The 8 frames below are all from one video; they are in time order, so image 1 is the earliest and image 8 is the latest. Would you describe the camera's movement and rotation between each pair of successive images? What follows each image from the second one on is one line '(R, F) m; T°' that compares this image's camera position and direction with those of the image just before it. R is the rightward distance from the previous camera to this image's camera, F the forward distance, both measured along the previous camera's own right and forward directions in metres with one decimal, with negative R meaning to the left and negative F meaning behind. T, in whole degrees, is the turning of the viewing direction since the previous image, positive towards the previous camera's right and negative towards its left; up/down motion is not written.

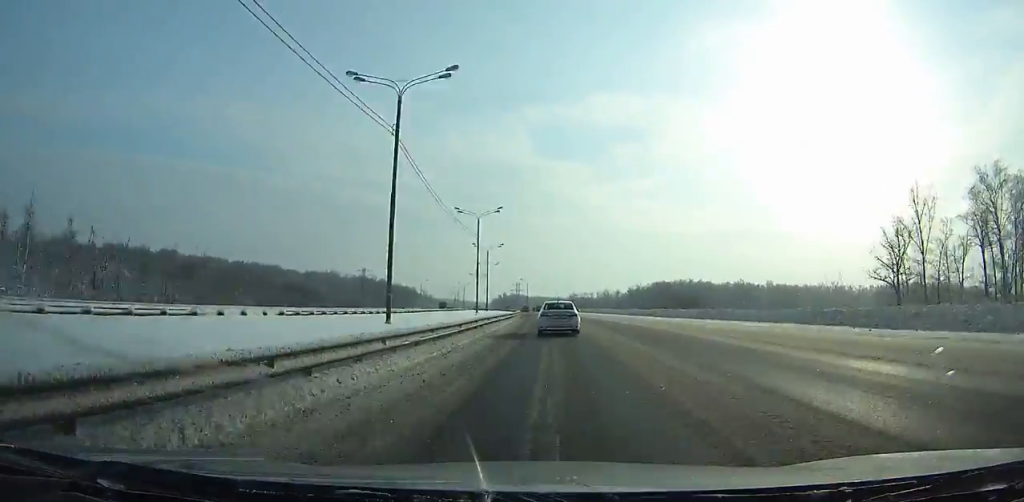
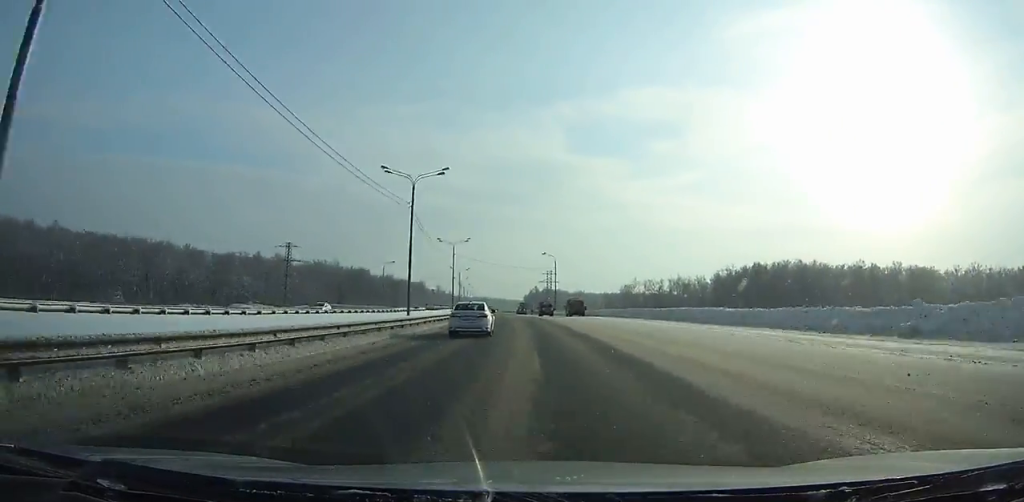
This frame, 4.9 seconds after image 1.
(-4.1, +111.4) m; -5°
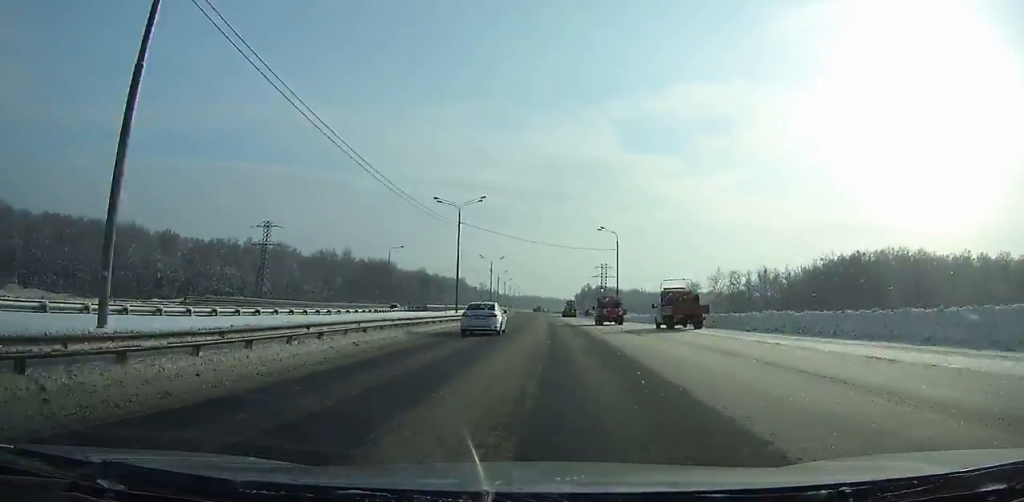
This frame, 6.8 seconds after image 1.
(-1.3, +42.2) m; -2°
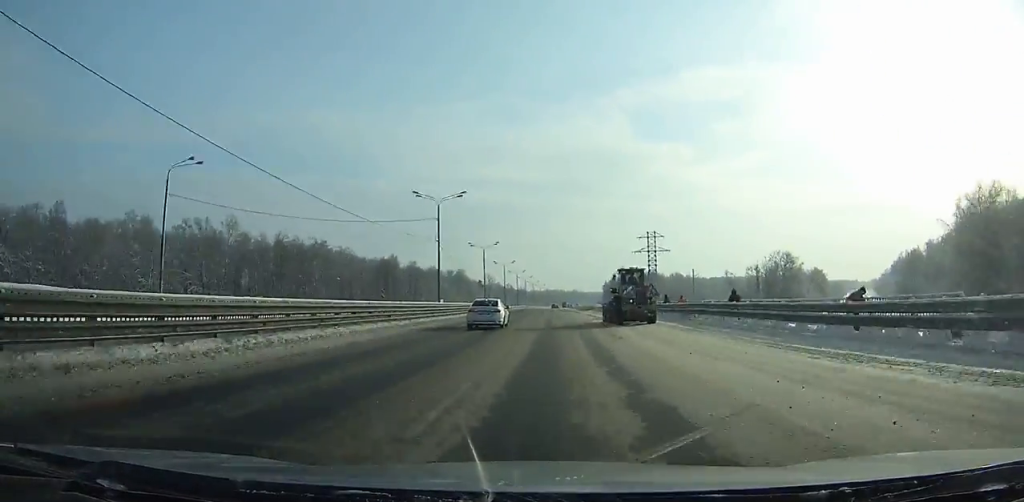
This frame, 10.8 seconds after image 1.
(-2.9, +87.2) m; -3°
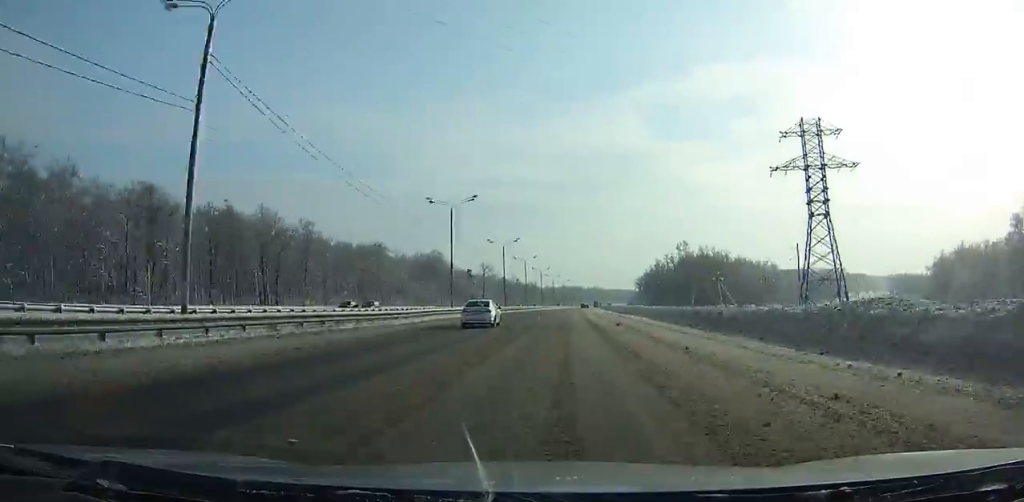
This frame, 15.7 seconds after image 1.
(-1.8, +105.6) m; -1°
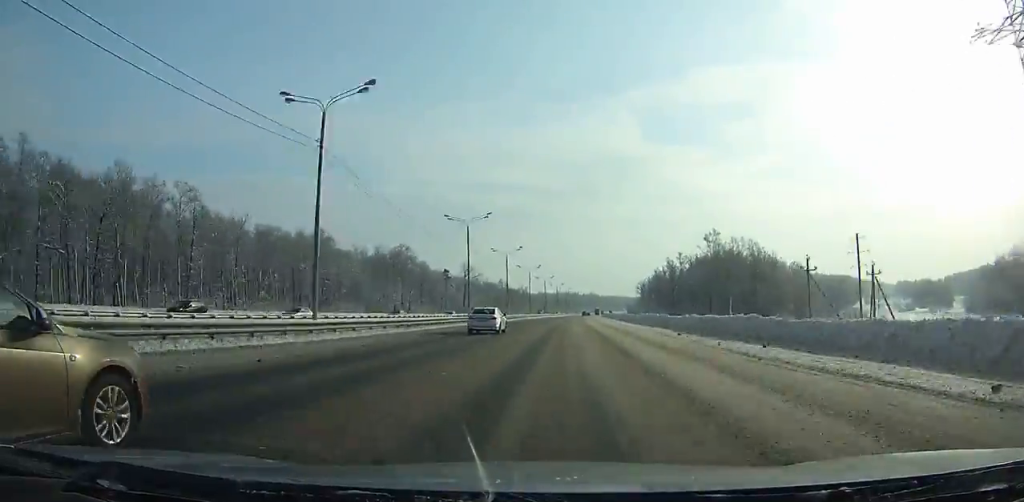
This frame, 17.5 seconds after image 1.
(+0.2, +39.0) m; +1°
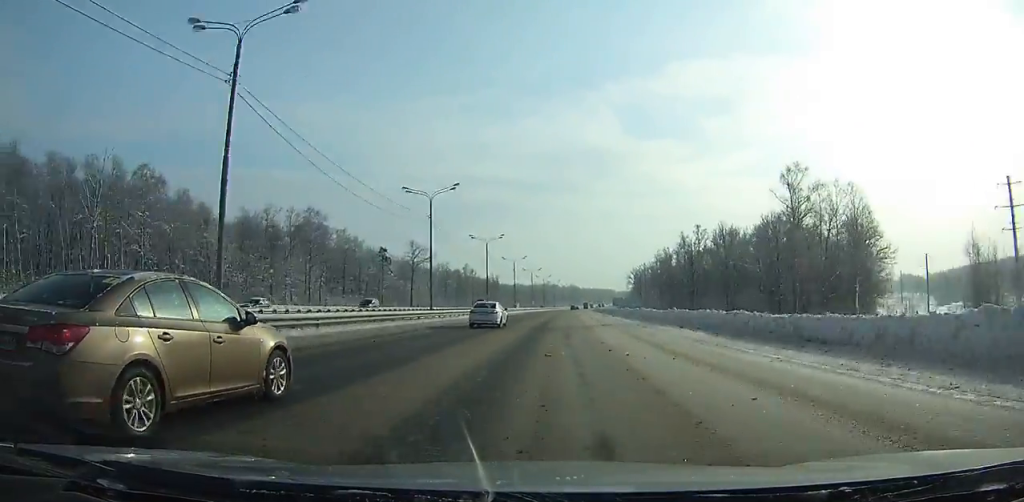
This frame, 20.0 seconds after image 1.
(+0.5, +54.3) m; +1°
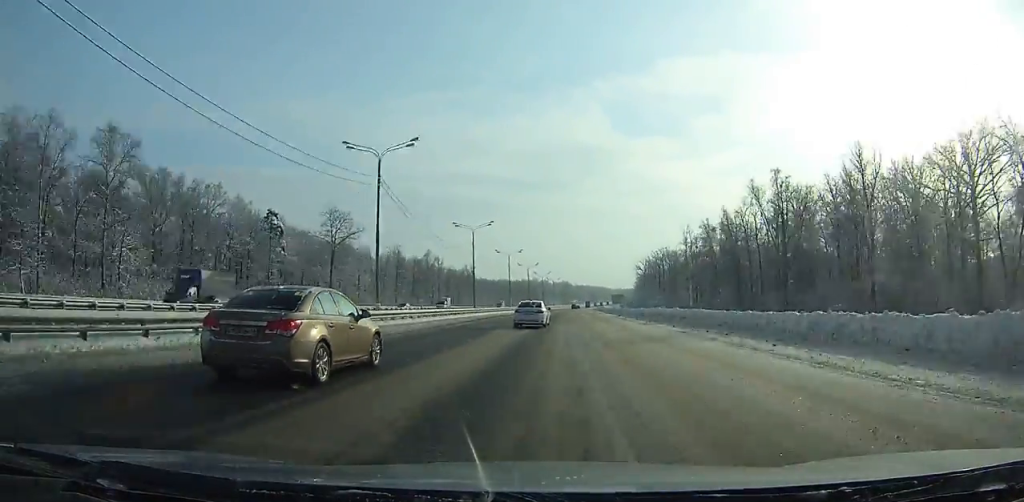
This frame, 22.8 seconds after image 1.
(+0.8, +61.0) m; +1°
